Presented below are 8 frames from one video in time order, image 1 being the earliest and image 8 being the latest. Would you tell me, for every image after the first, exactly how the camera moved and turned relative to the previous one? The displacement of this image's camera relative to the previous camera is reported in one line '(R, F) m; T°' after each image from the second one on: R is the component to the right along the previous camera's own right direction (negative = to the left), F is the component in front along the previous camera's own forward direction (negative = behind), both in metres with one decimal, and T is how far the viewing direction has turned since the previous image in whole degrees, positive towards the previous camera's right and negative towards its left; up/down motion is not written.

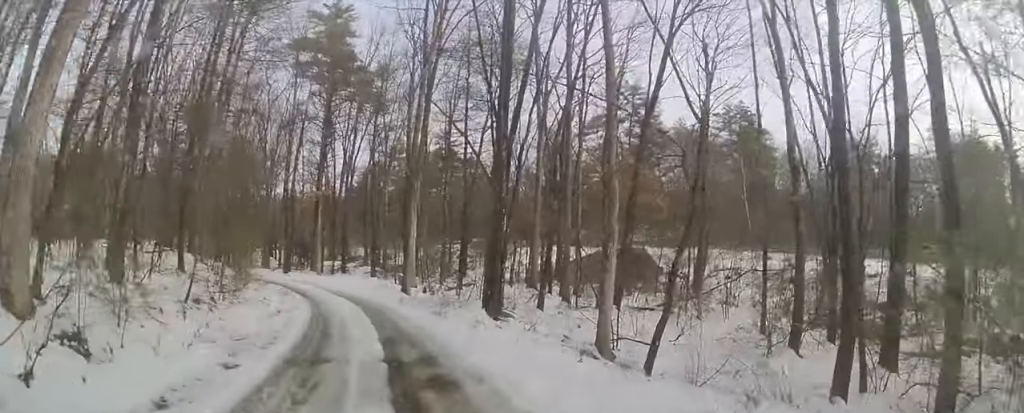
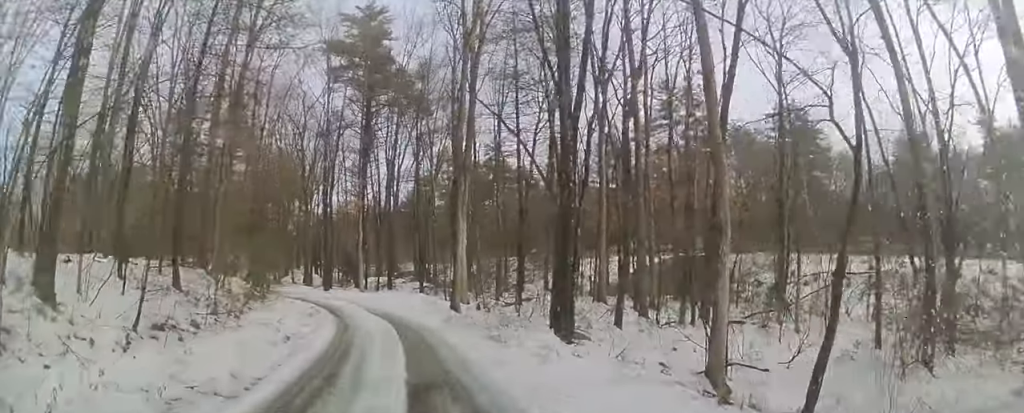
(-0.3, +3.3) m; -7°
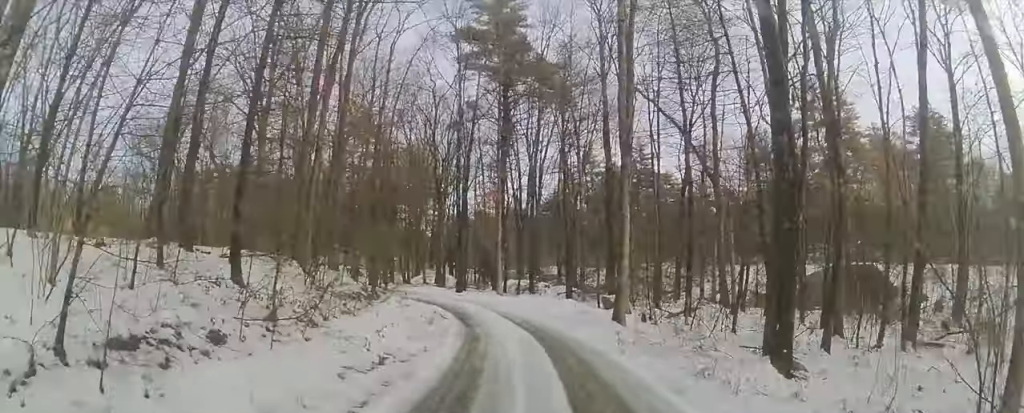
(-0.3, +4.1) m; -3°
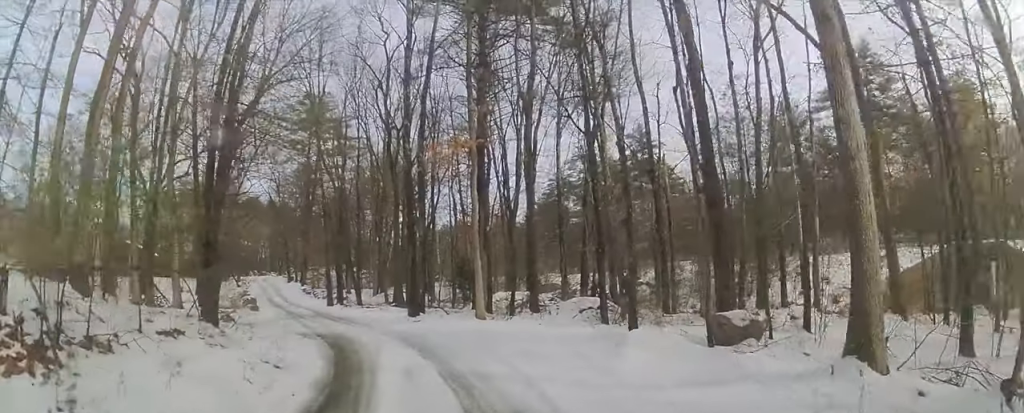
(-0.1, +12.9) m; -4°
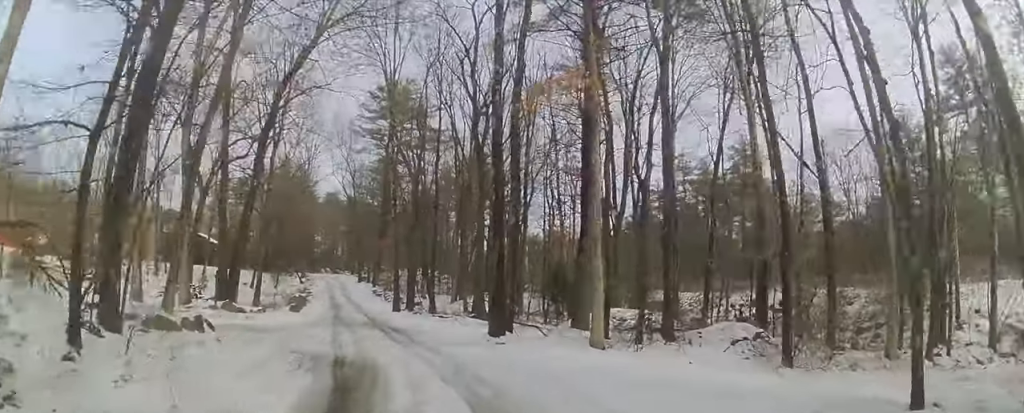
(-0.1, +5.6) m; -6°
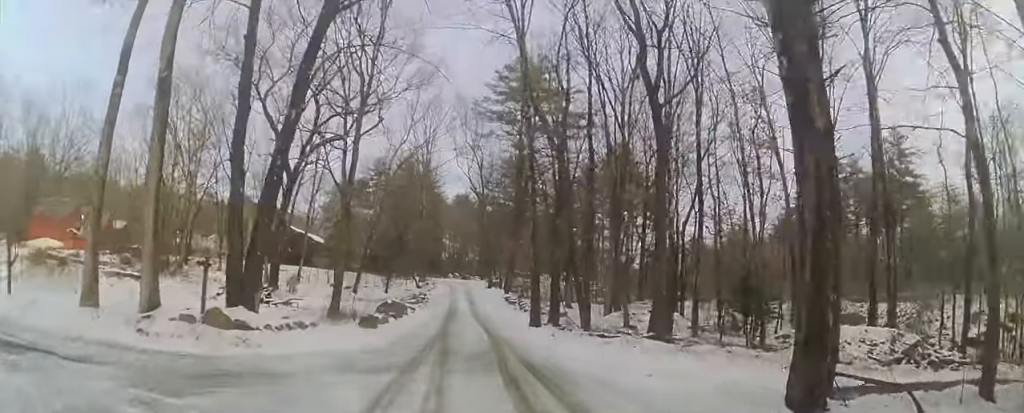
(-1.0, +8.8) m; -12°
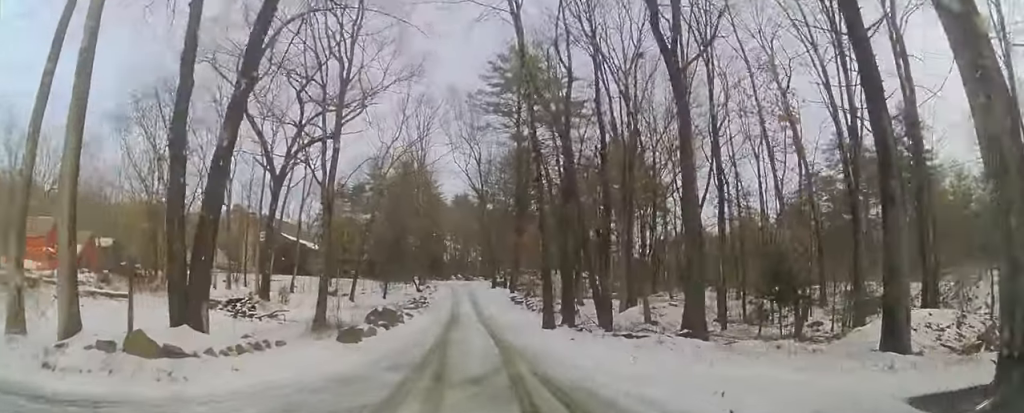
(-0.1, +2.8) m; -1°
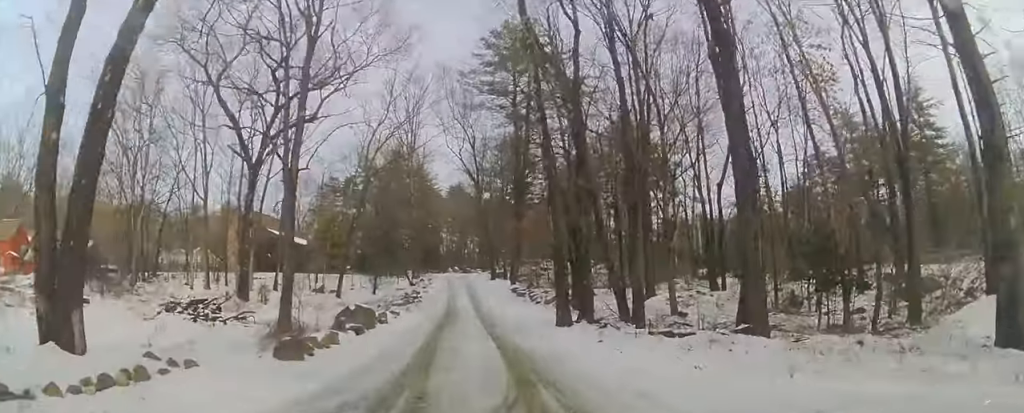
(-0.1, +3.9) m; -1°
